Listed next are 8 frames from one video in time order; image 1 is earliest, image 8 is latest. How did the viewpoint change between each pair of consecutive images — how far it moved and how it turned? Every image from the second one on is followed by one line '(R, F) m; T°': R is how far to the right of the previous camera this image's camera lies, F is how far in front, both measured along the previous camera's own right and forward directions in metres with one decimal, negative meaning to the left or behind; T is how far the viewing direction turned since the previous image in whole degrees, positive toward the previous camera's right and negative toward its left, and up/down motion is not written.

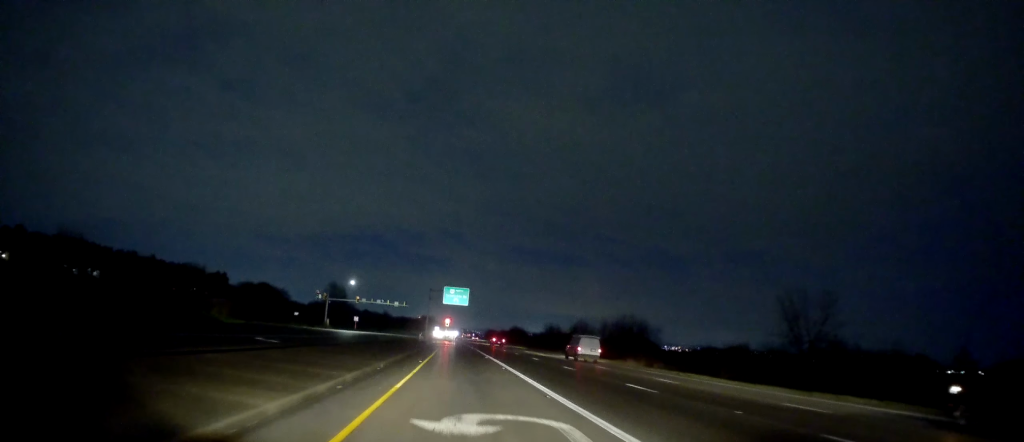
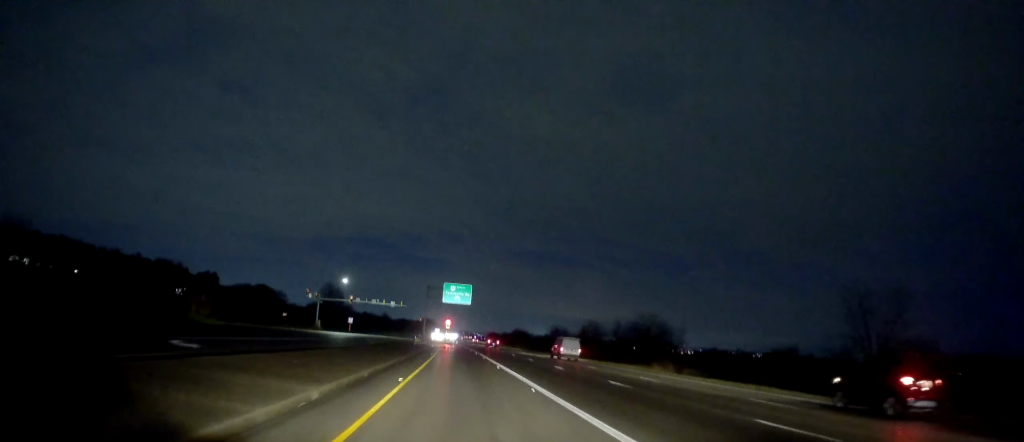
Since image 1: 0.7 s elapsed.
(-0.1, +10.4) m; +1°
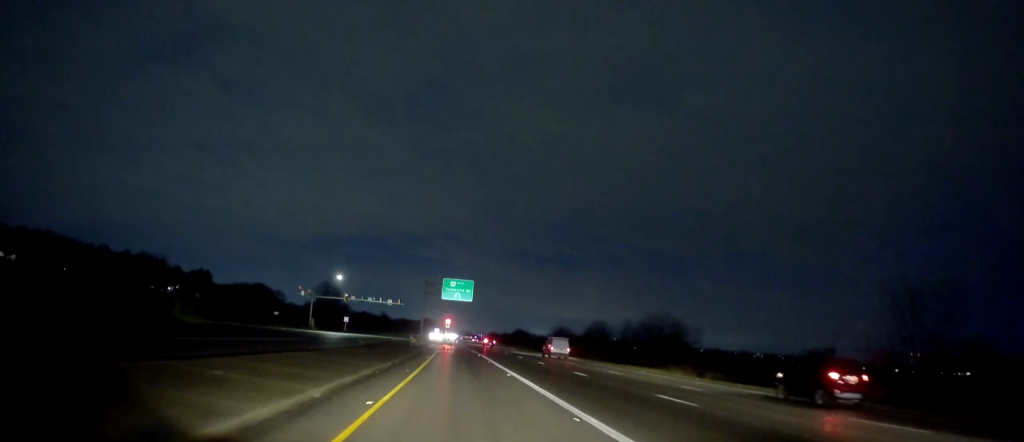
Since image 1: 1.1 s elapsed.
(+0.5, +6.1) m; 0°
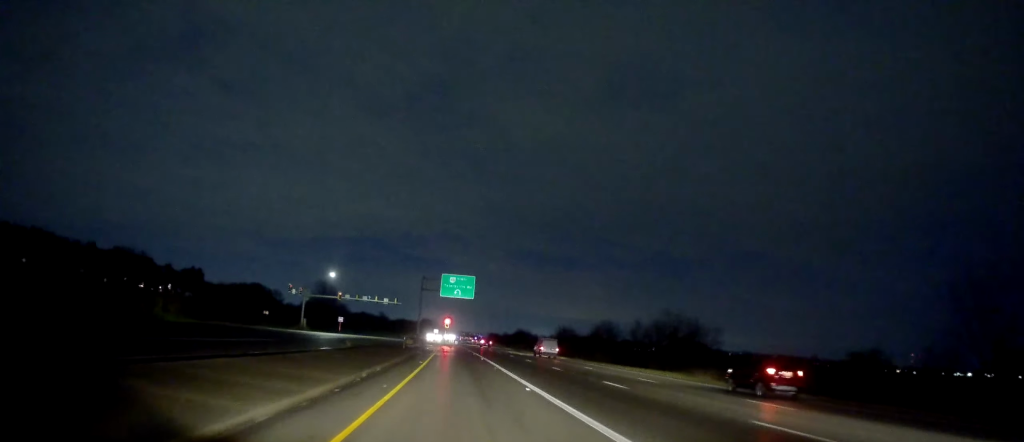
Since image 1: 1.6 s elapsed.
(+0.4, +6.5) m; 0°
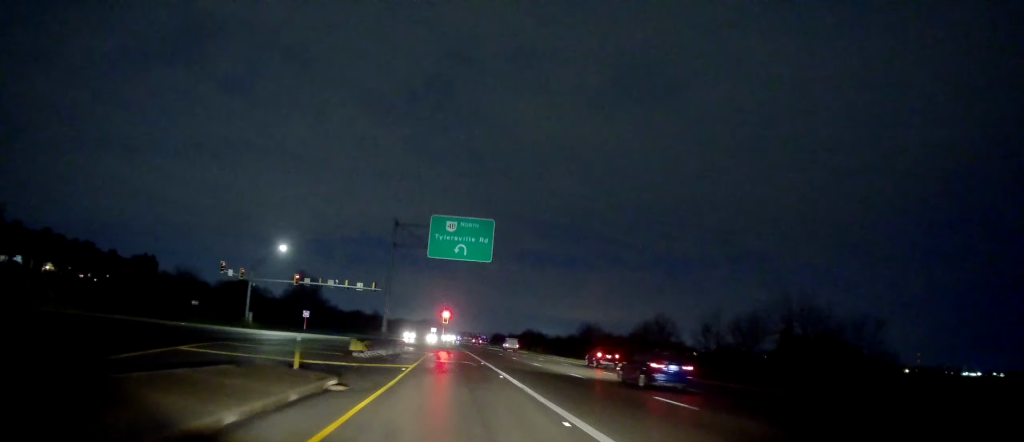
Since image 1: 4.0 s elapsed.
(-1.4, +30.7) m; +1°
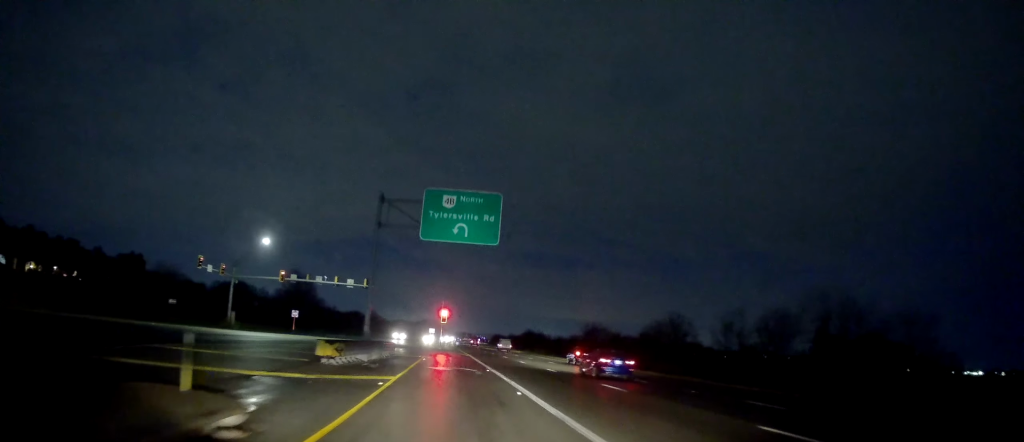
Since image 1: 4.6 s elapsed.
(+0.1, +6.5) m; +2°
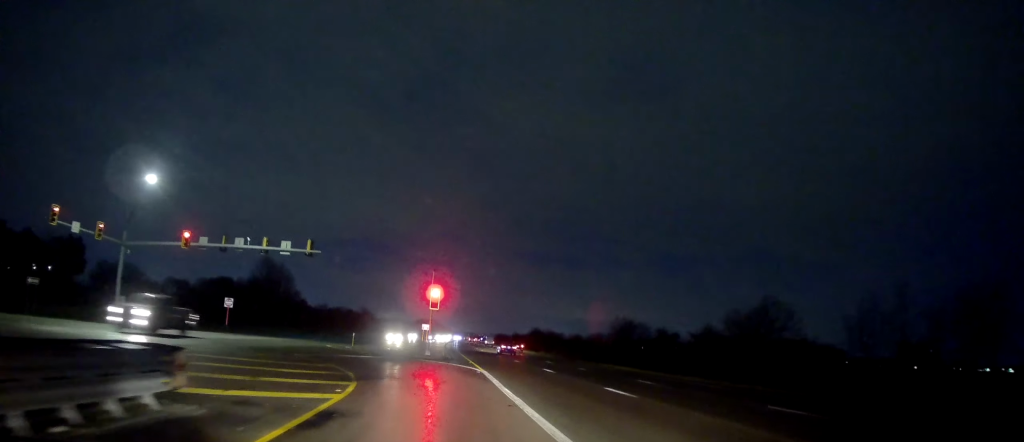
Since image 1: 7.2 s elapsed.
(0.0, +29.1) m; 0°
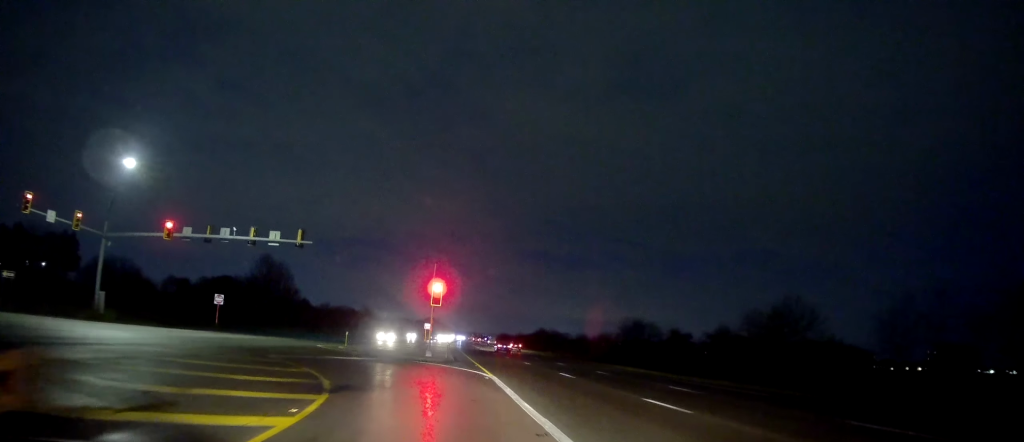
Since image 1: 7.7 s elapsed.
(+0.1, +4.2) m; -1°
